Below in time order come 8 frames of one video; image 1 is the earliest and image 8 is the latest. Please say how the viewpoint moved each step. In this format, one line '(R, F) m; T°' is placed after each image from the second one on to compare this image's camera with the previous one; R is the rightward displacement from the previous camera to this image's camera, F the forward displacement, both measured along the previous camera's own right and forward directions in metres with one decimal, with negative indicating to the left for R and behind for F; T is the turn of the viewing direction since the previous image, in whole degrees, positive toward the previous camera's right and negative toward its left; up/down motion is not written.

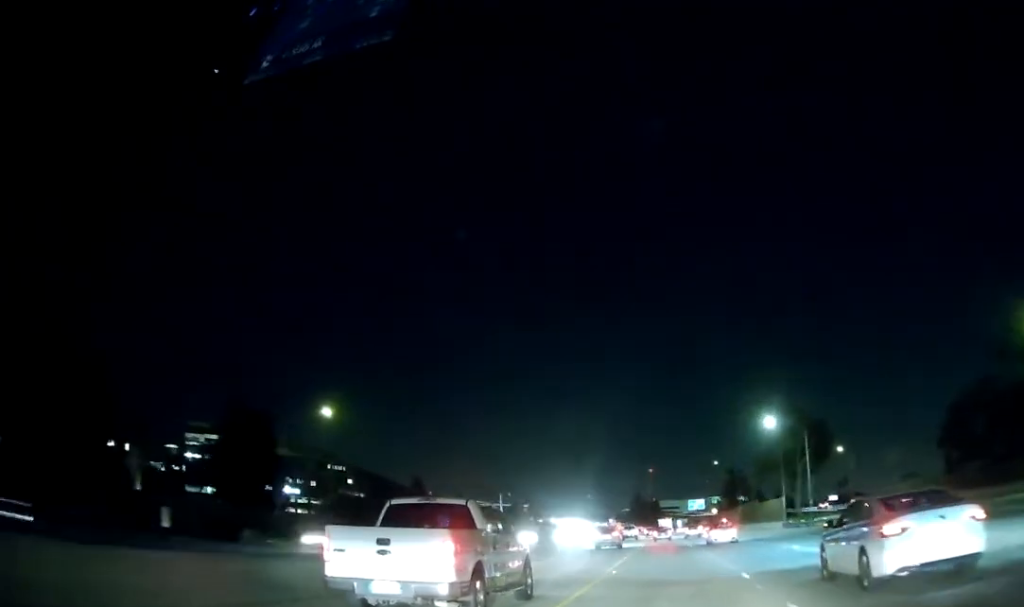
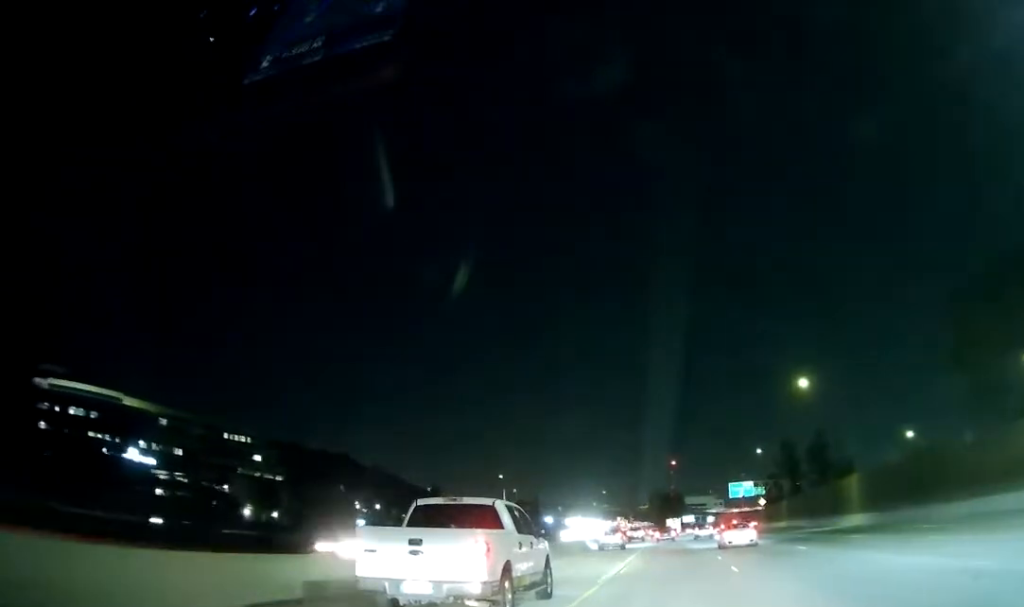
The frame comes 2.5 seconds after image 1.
(-1.2, +76.1) m; -2°
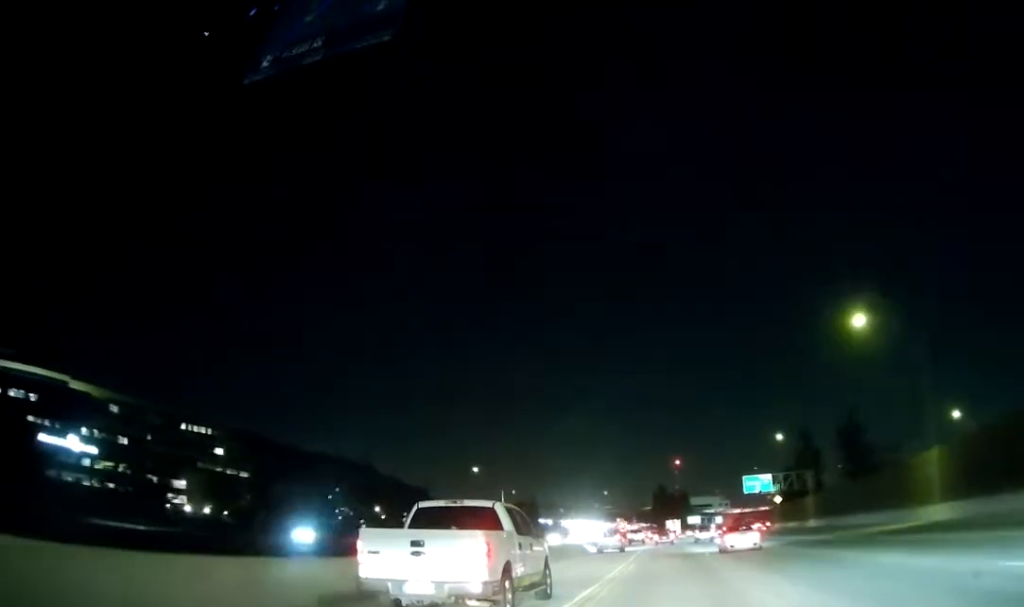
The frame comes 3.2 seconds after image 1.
(-0.1, +20.2) m; 0°
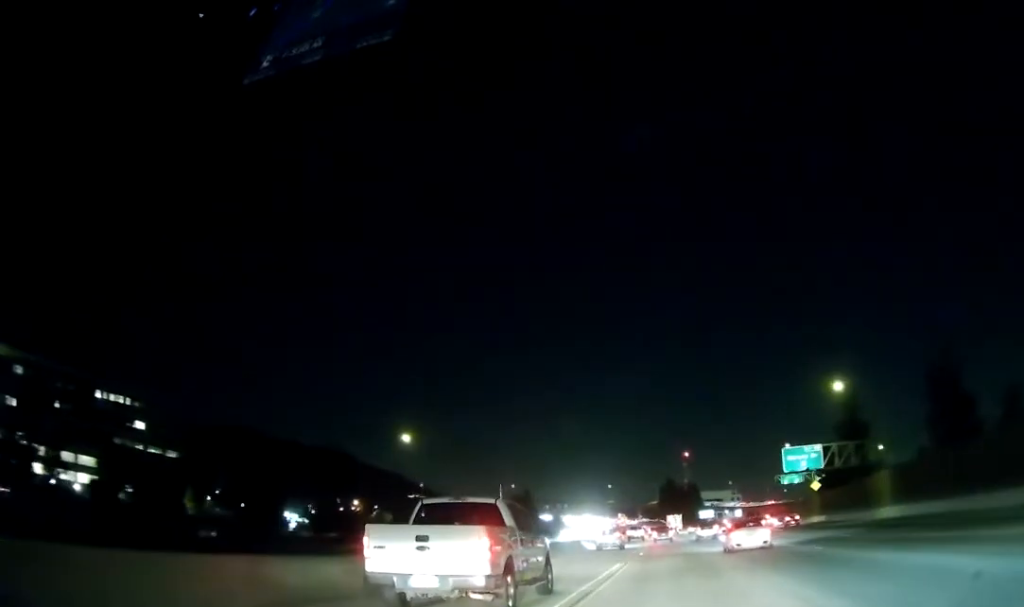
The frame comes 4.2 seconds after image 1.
(-0.1, +32.6) m; -1°
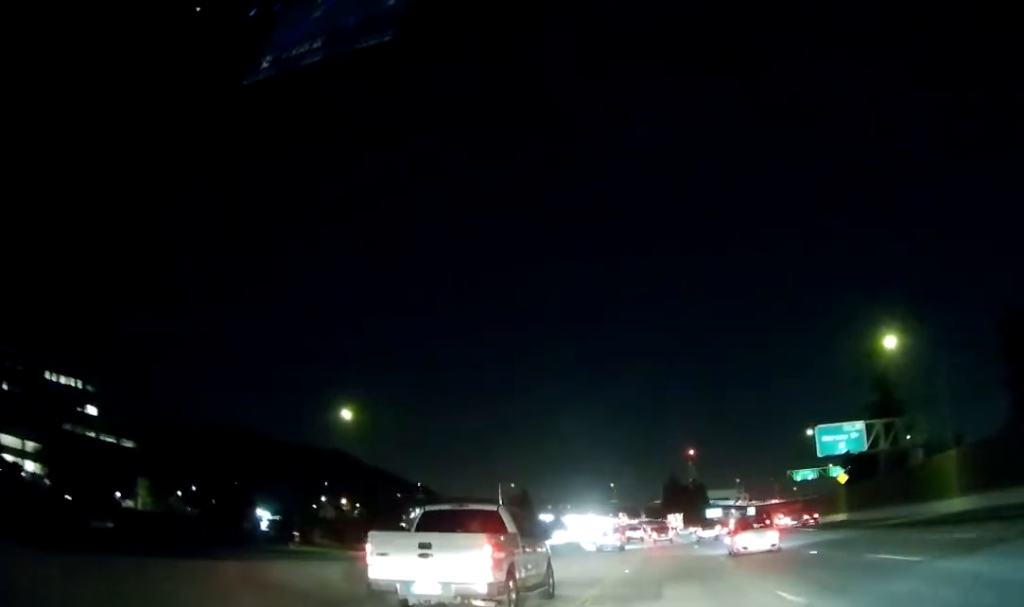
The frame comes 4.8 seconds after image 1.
(-0.3, +16.2) m; 0°
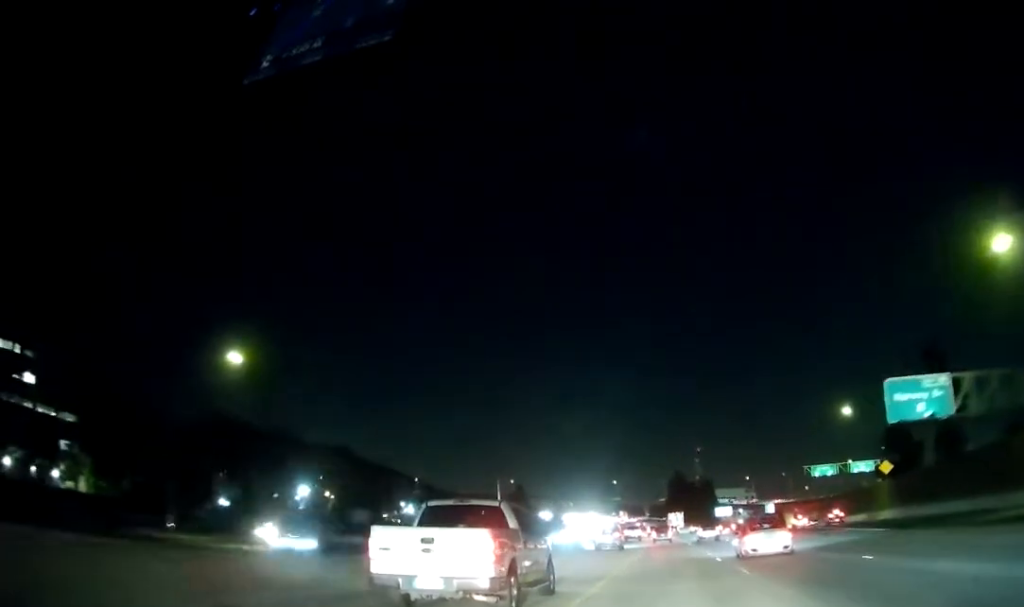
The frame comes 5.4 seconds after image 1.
(-0.1, +20.2) m; 0°
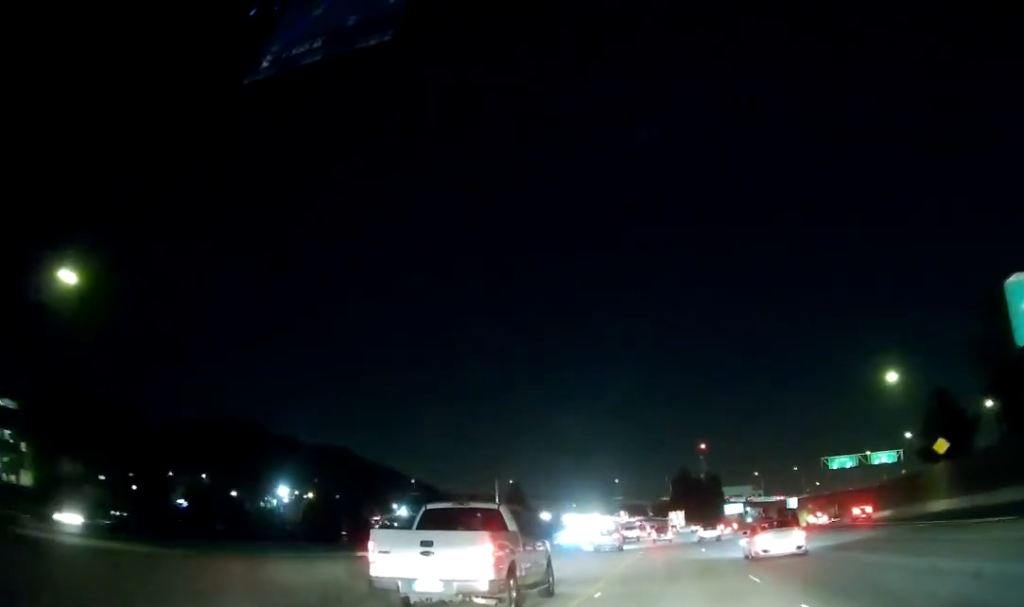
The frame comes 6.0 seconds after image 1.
(+0.2, +17.1) m; 0°
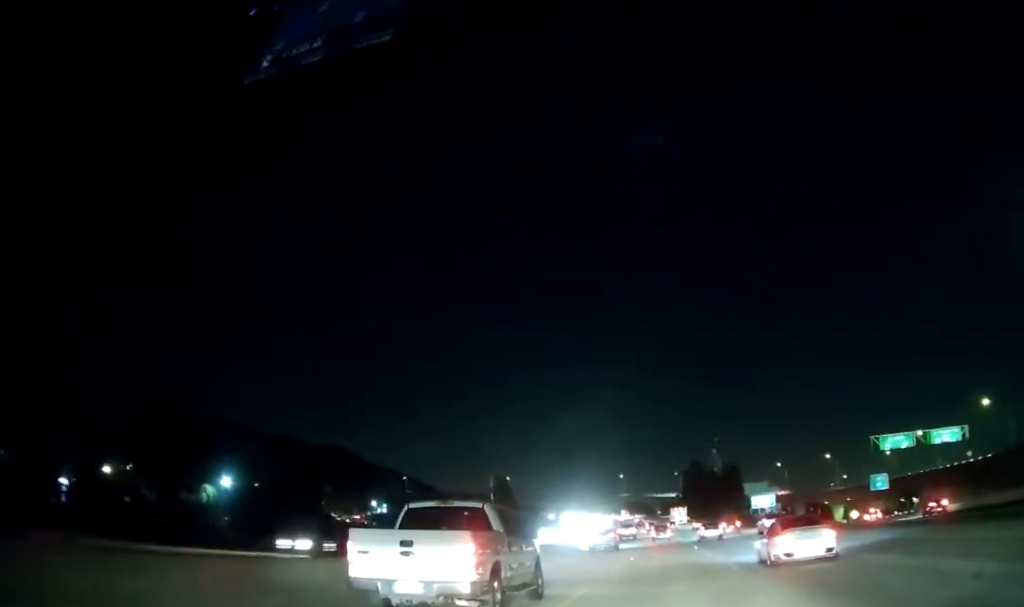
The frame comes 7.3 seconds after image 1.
(-0.5, +38.3) m; -1°
